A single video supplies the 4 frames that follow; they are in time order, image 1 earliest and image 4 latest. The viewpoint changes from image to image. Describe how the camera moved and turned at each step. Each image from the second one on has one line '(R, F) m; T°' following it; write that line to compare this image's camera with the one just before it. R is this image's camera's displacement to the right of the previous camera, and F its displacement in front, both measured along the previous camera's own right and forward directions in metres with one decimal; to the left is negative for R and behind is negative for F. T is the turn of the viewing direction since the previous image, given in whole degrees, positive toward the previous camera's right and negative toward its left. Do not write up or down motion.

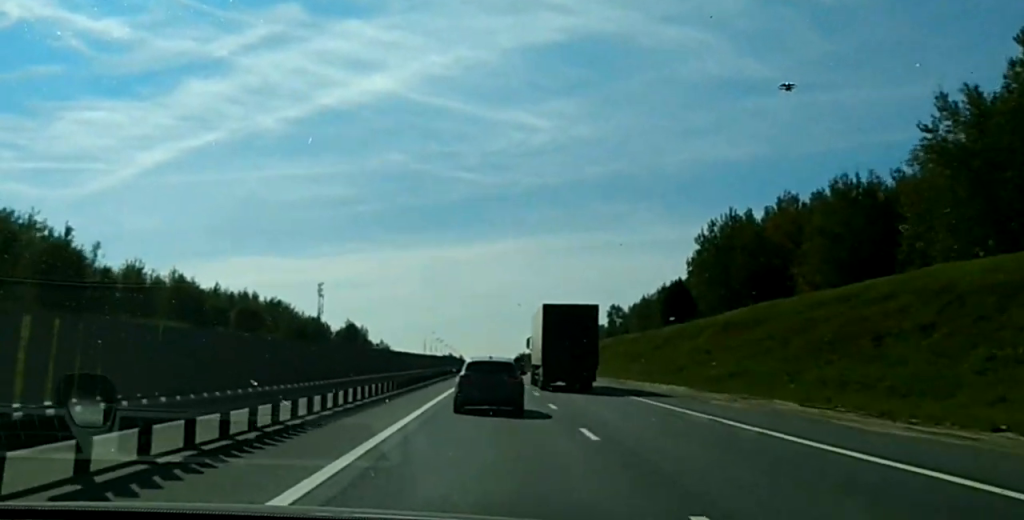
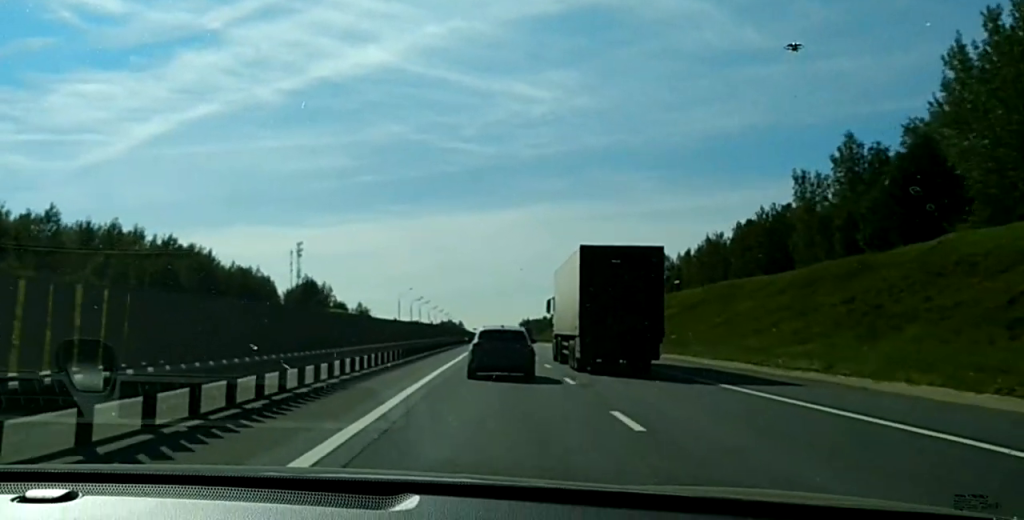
(+1.2, +85.4) m; 0°
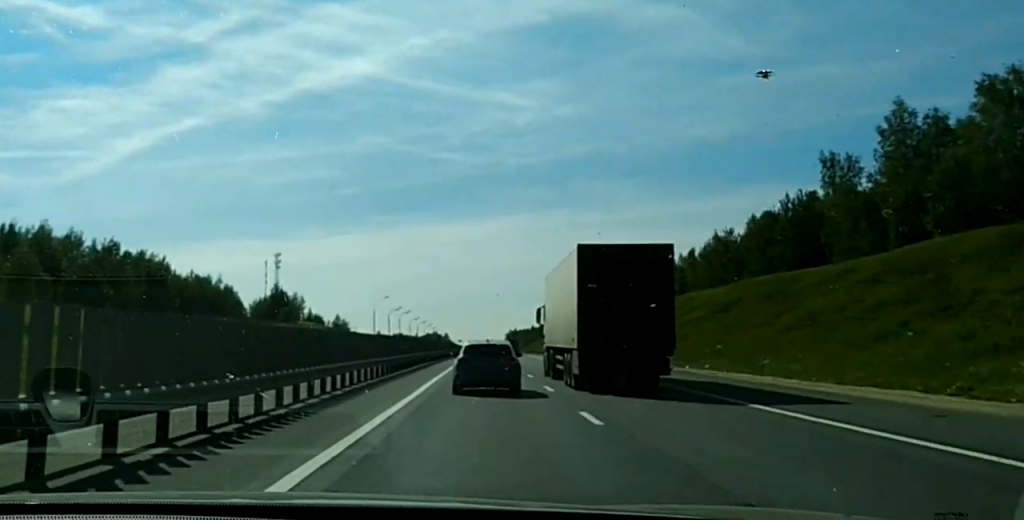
(-0.3, +19.4) m; -1°
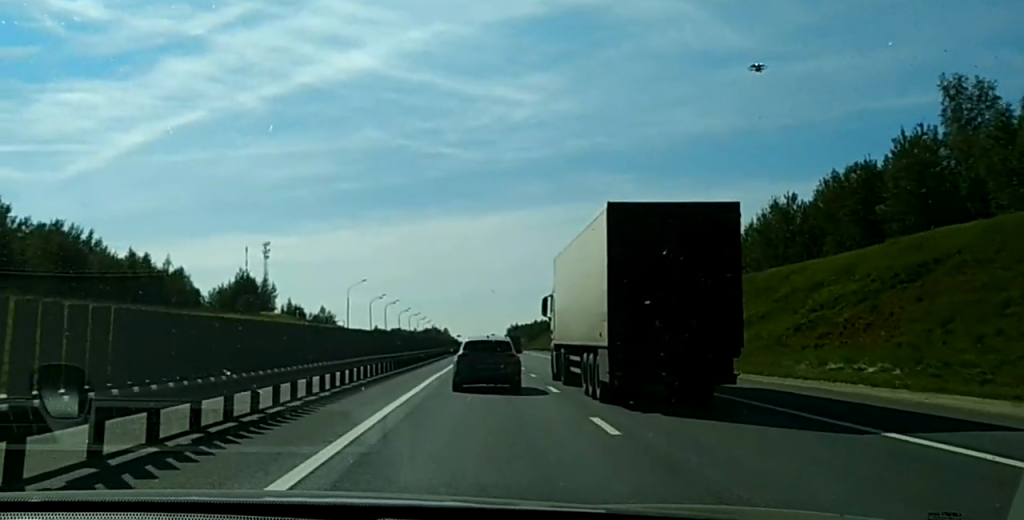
(-0.3, +36.6) m; -1°
